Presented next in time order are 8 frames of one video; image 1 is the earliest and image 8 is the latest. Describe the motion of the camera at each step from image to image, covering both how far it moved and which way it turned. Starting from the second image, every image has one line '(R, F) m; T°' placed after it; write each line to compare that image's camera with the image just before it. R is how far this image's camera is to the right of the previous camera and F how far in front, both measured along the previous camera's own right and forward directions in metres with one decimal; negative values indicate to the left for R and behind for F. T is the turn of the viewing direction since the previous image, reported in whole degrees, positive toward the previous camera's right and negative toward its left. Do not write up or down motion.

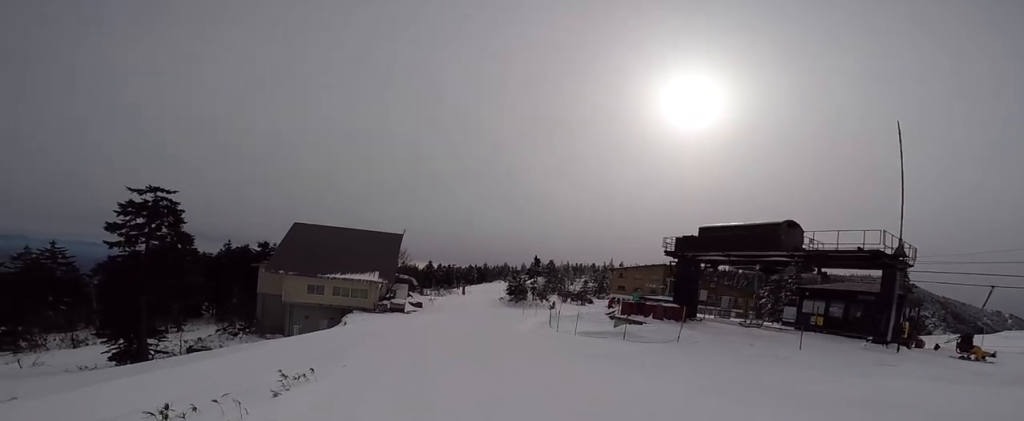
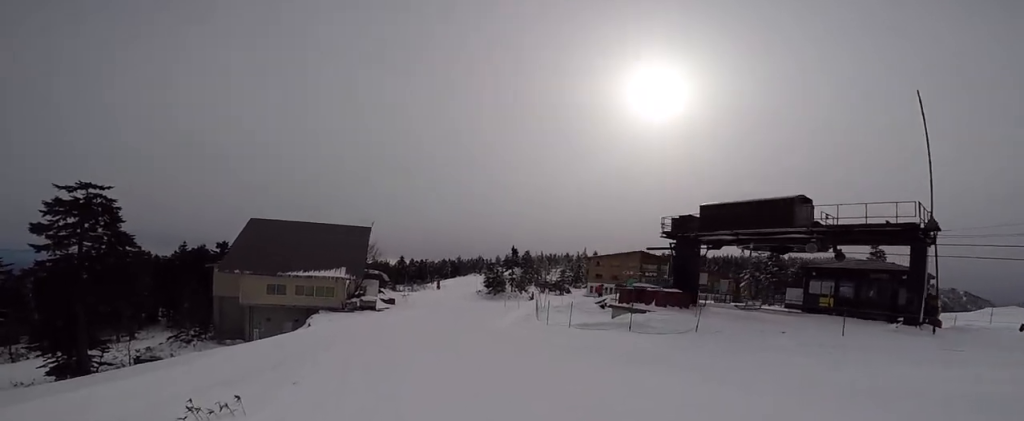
(+0.3, +2.3) m; 0°
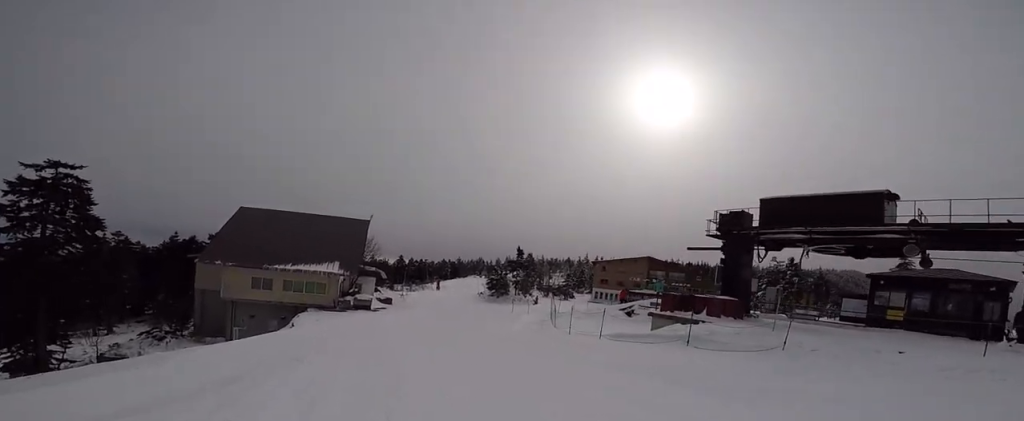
(-0.3, +3.3) m; 0°
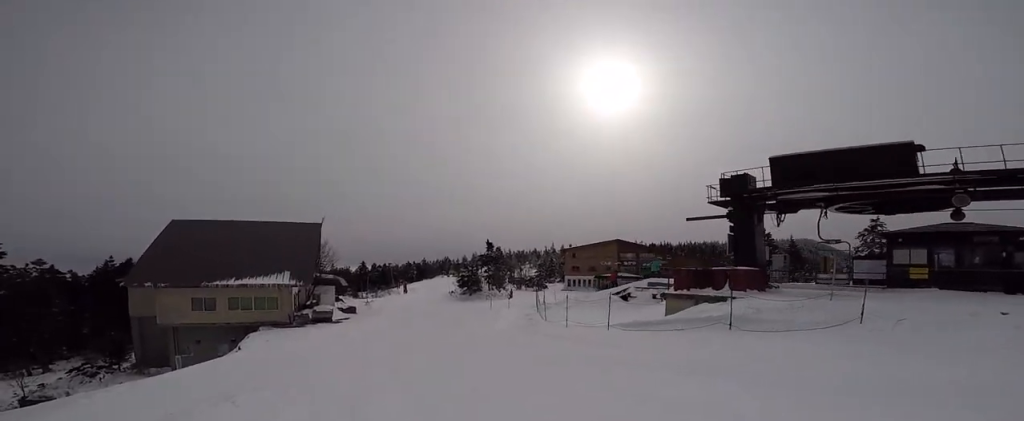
(-0.2, +2.9) m; 0°
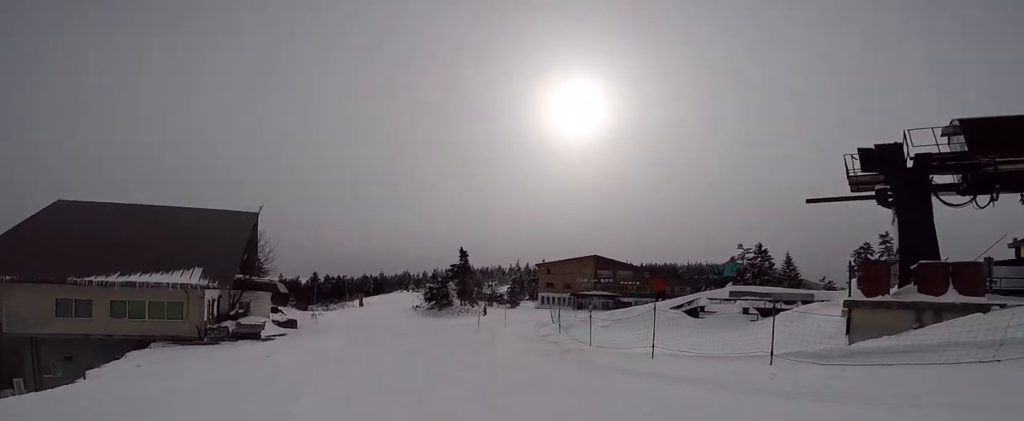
(+0.5, +7.0) m; +8°
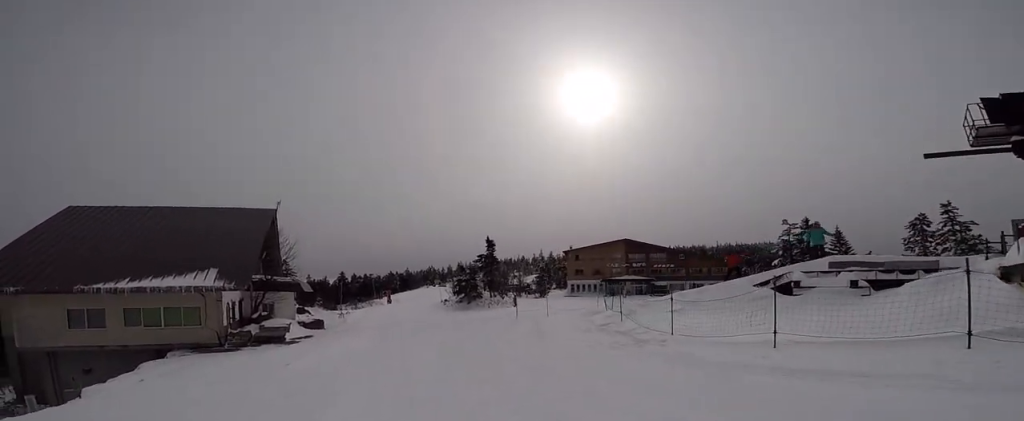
(-0.4, +2.2) m; +5°
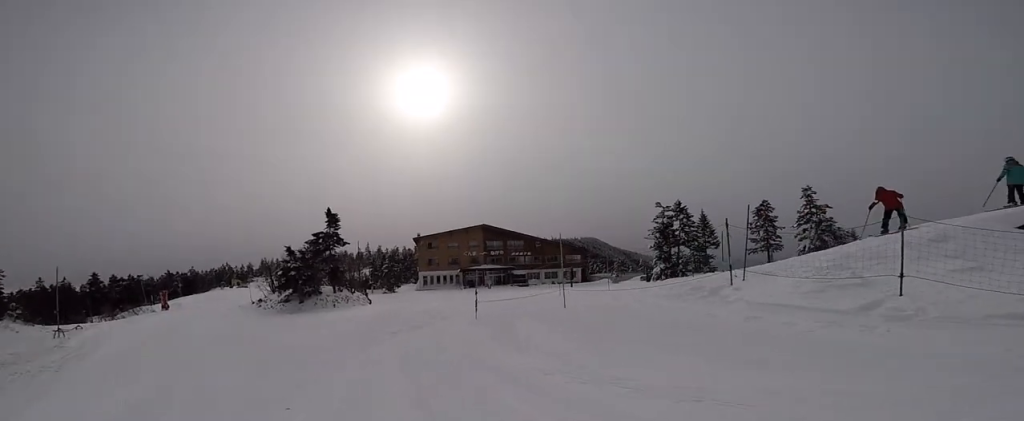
(+1.8, +10.2) m; +17°
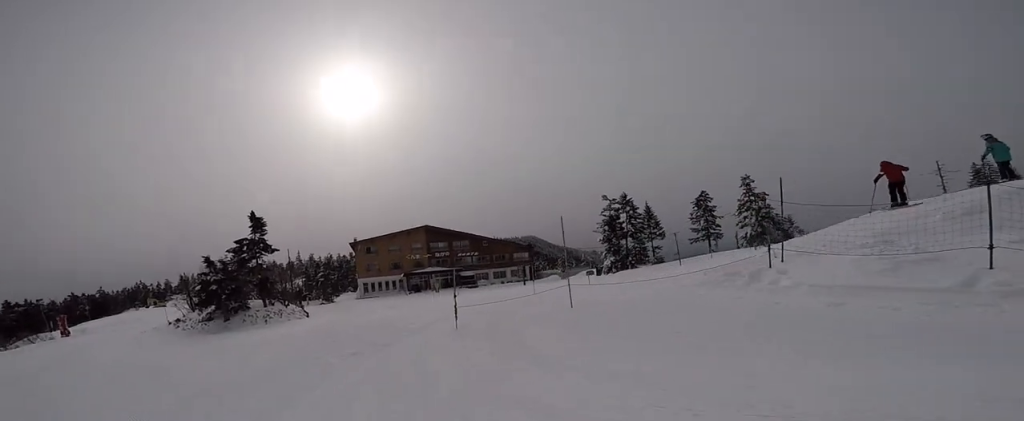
(+0.5, +1.7) m; +1°
